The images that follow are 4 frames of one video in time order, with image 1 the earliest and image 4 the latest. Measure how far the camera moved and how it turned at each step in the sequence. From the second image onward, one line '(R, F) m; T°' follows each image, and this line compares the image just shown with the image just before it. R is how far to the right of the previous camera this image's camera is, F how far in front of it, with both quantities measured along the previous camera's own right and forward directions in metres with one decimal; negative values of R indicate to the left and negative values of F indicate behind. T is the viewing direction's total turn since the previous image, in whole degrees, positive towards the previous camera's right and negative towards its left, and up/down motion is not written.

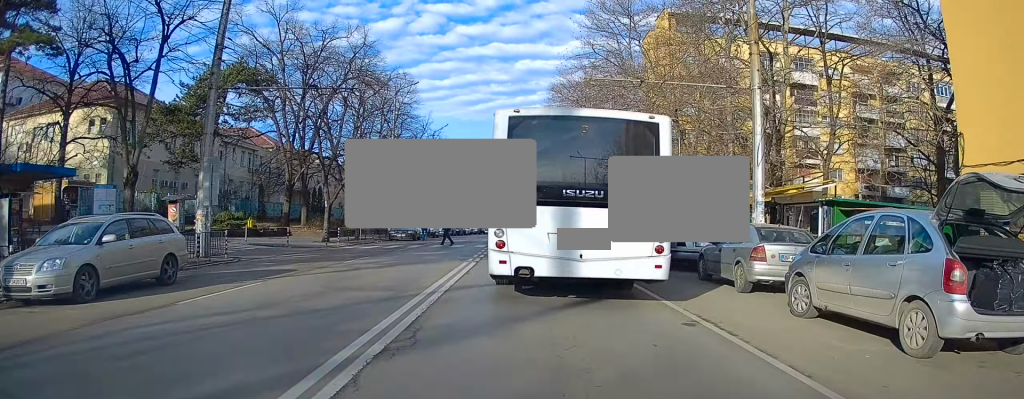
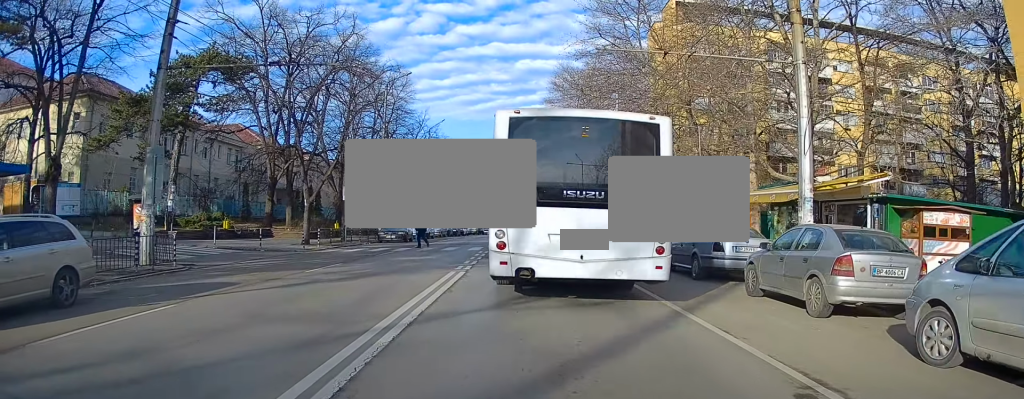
(0.0, +3.2) m; +2°
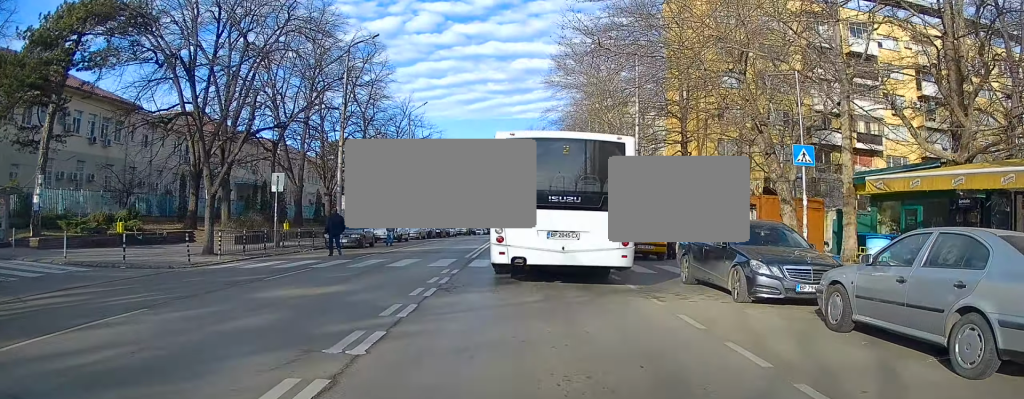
(+0.6, +9.4) m; +3°
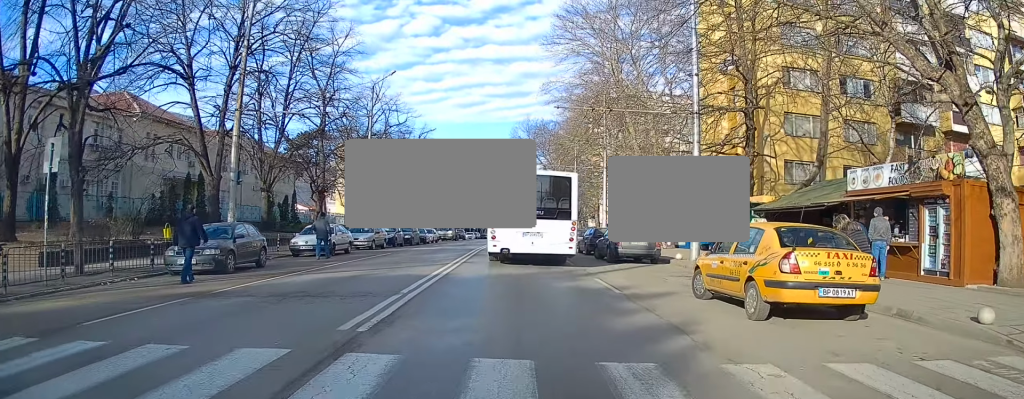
(+0.5, +12.8) m; +2°
